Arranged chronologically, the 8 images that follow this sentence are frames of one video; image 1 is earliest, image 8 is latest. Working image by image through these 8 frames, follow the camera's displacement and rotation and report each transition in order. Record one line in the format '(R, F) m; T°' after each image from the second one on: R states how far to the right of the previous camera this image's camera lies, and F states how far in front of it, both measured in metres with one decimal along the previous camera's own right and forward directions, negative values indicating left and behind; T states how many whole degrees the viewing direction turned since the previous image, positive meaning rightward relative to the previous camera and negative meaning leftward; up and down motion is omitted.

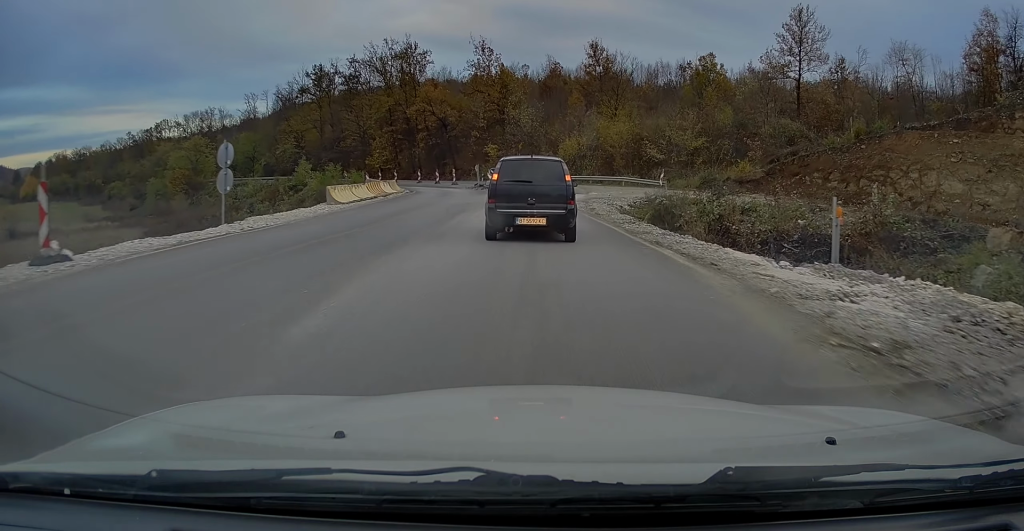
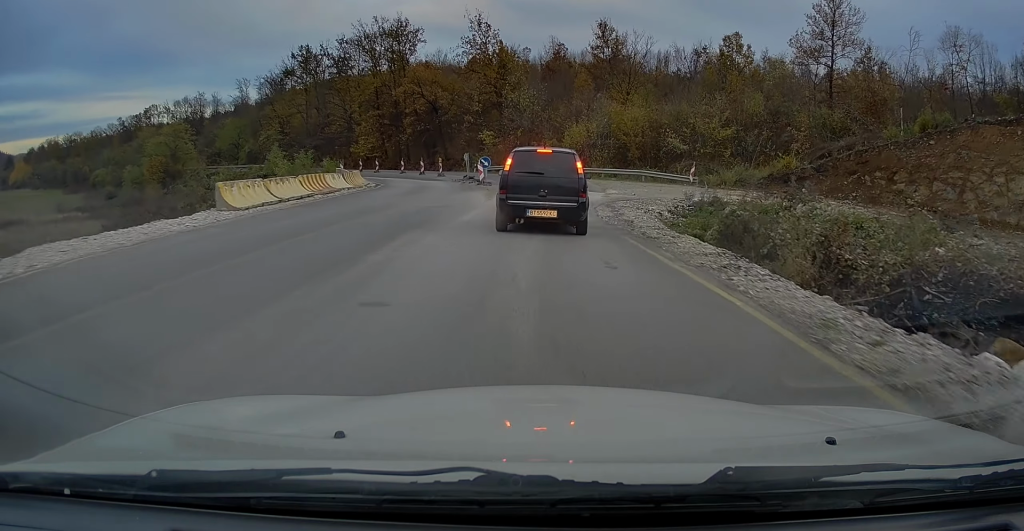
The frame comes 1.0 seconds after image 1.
(+0.1, +9.3) m; +1°
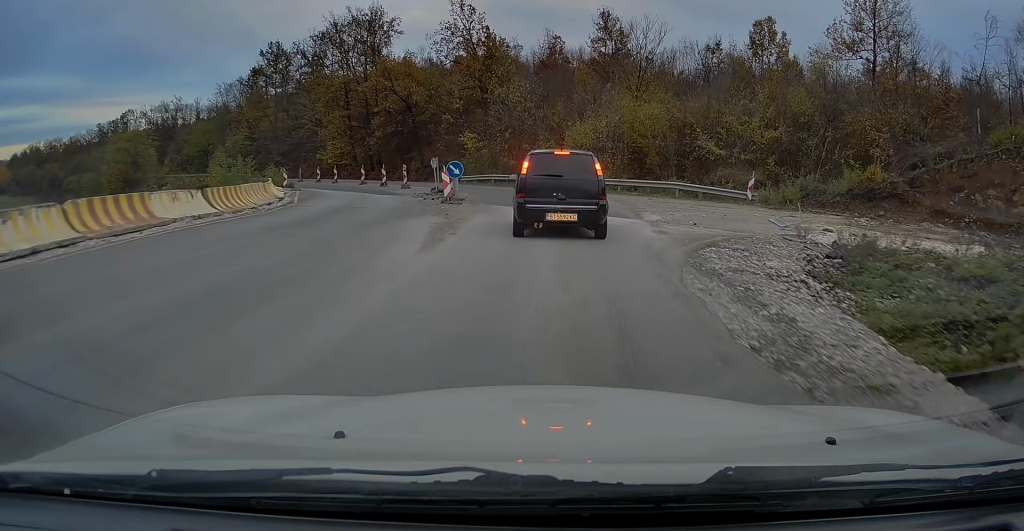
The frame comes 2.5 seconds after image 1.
(+0.1, +12.1) m; +1°
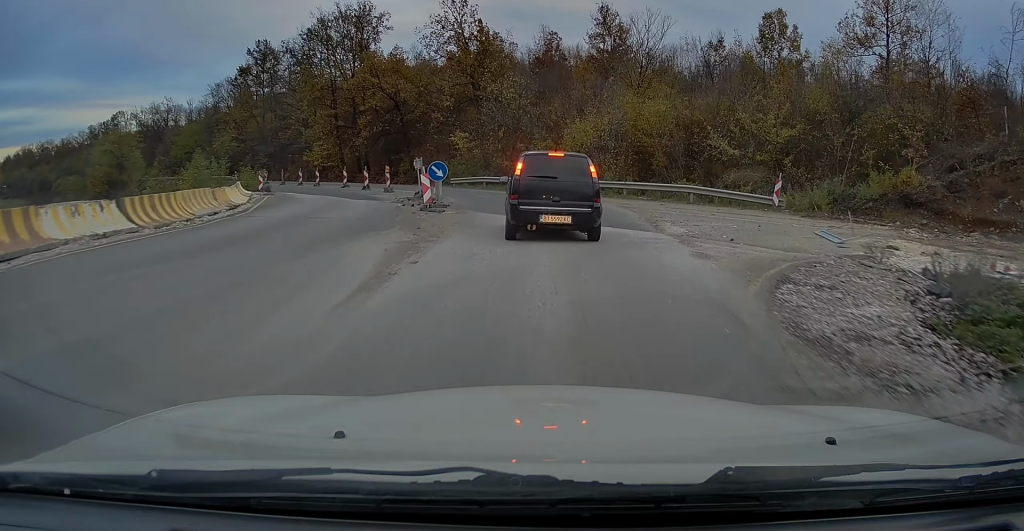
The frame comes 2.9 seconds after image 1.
(0.0, +3.7) m; 0°
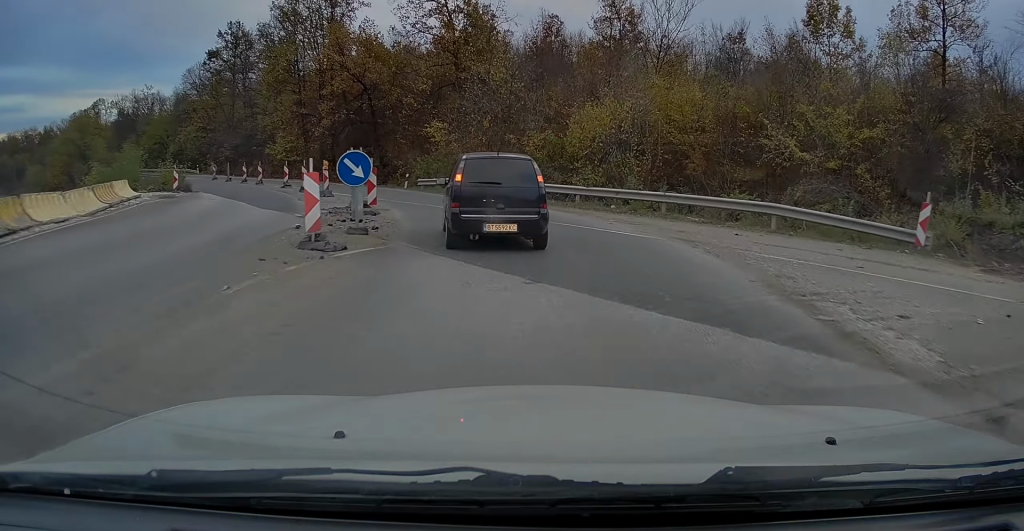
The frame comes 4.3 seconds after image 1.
(0.0, +10.4) m; 0°
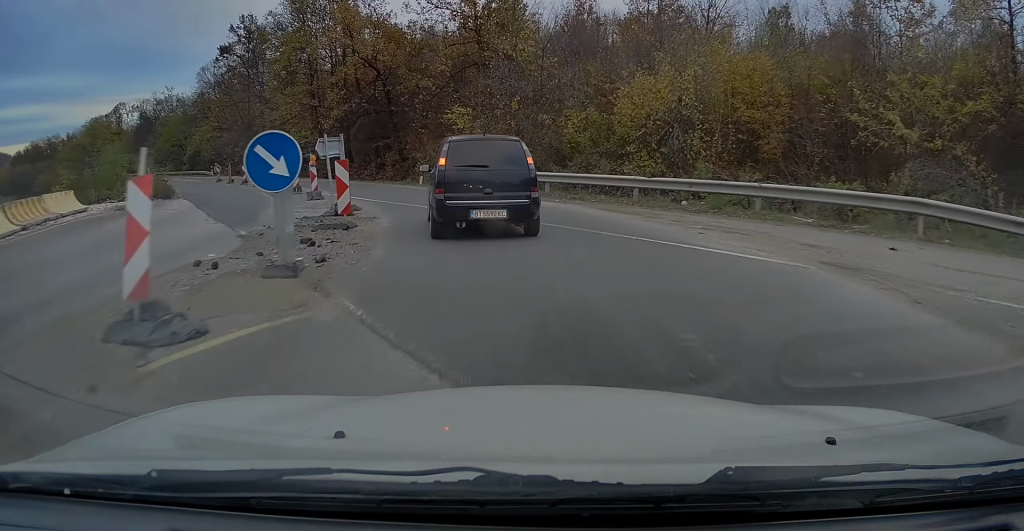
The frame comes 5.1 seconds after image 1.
(0.0, +5.7) m; -2°
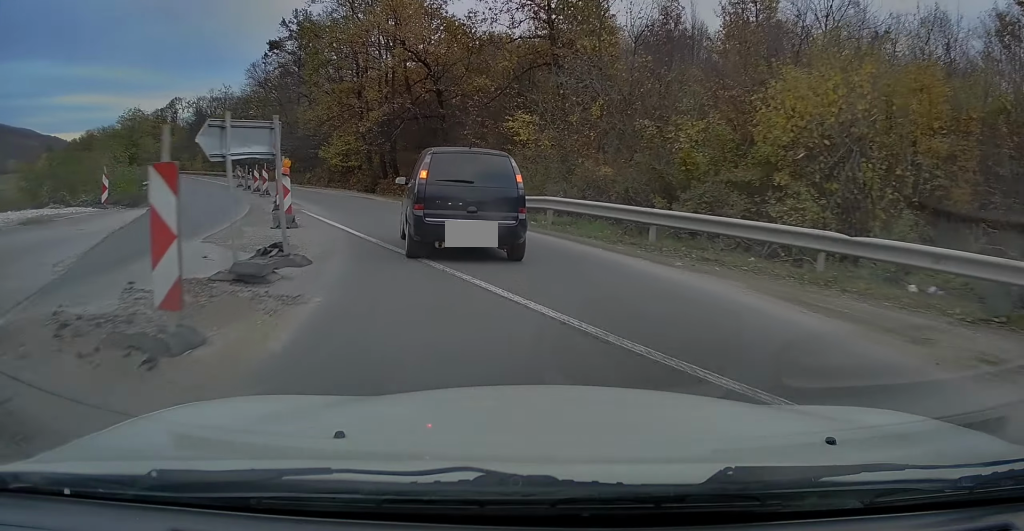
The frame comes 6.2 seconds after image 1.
(-0.4, +7.9) m; -7°
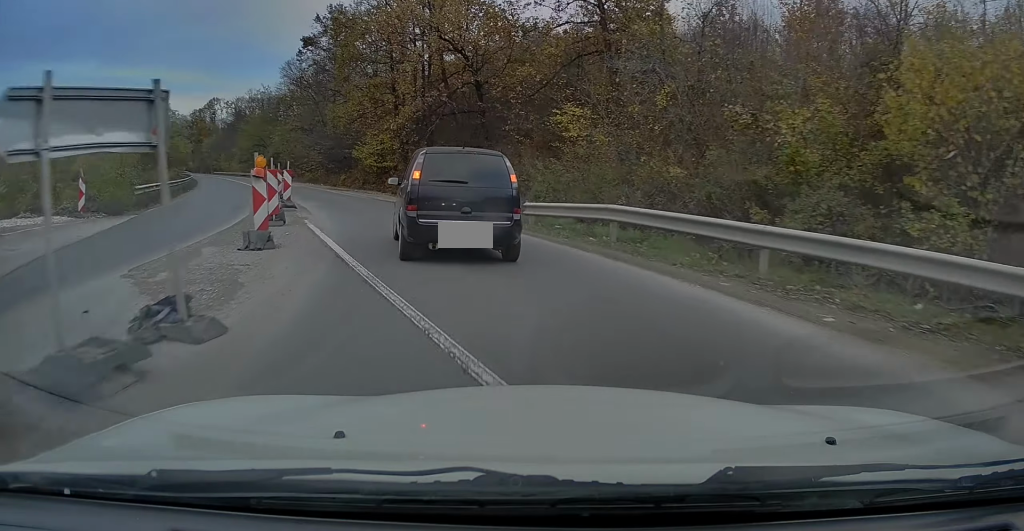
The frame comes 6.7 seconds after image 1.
(-0.2, +3.7) m; -4°
